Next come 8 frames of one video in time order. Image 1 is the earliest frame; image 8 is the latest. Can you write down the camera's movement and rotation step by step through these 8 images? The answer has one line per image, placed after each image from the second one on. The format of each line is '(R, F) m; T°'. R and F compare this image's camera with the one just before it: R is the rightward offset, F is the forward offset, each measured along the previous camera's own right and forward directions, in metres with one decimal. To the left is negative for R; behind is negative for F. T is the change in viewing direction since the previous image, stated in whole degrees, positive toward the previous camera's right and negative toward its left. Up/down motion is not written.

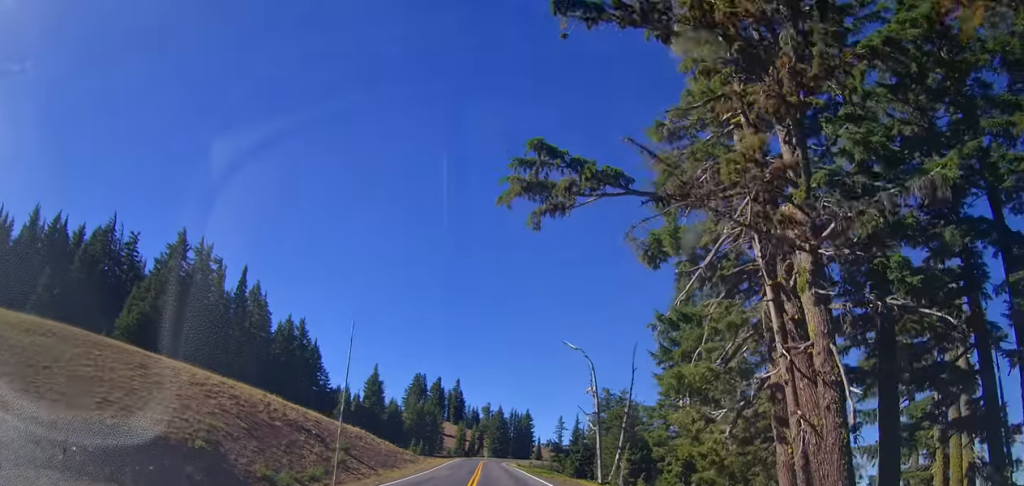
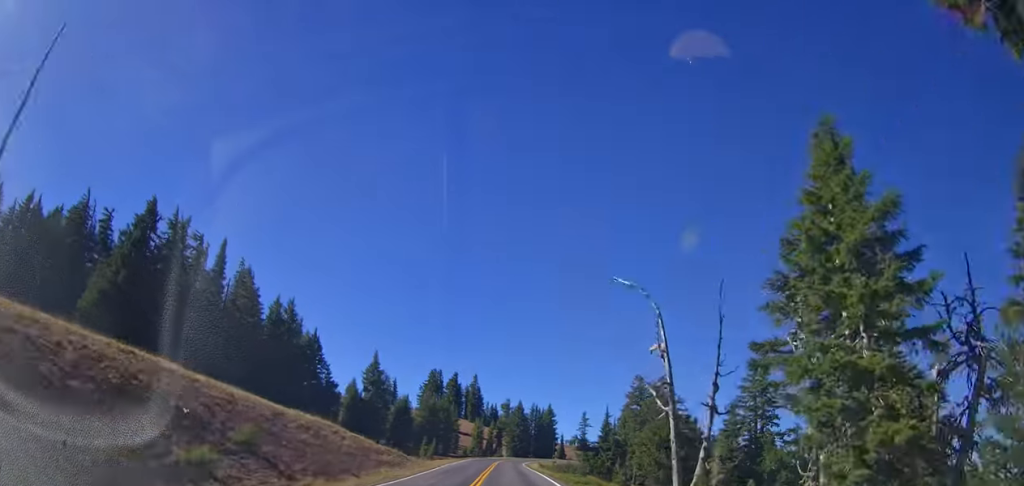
(0.0, +16.2) m; 0°
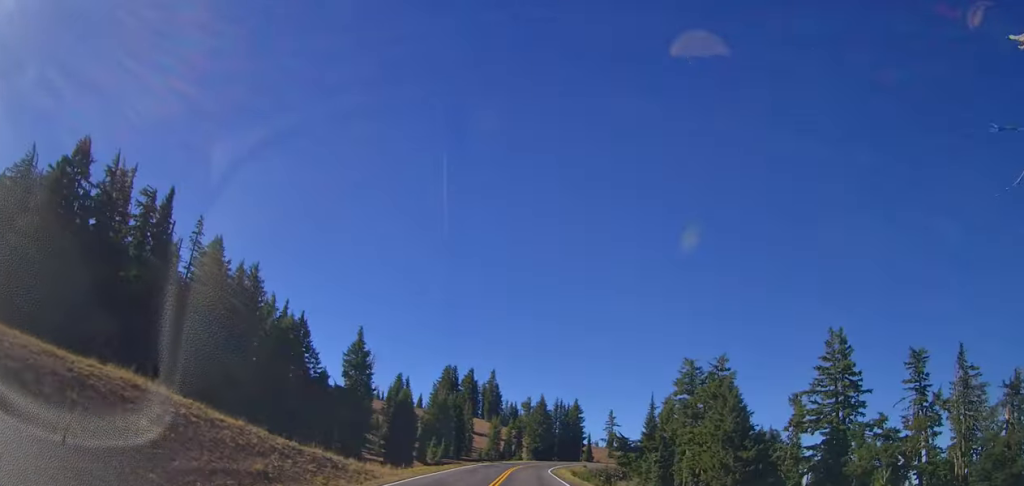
(0.0, +23.1) m; -2°
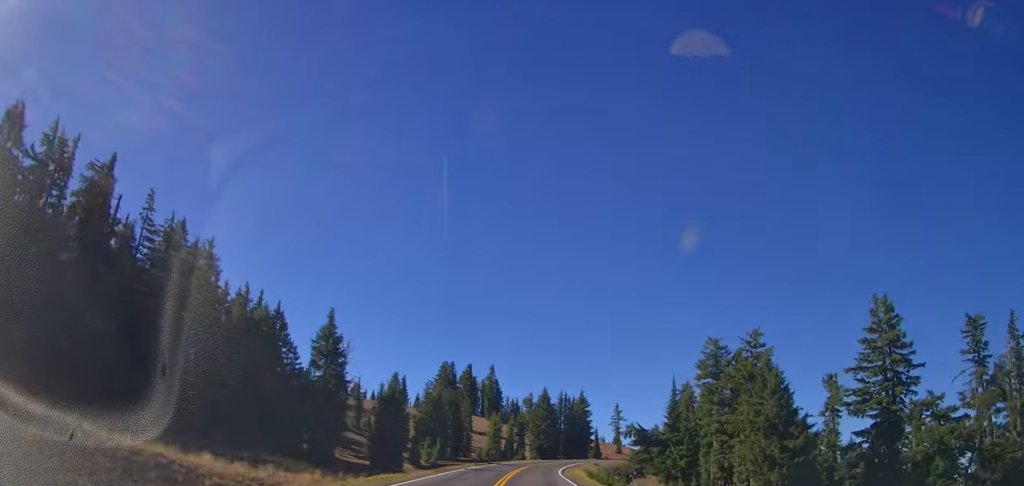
(-0.4, +12.9) m; -2°
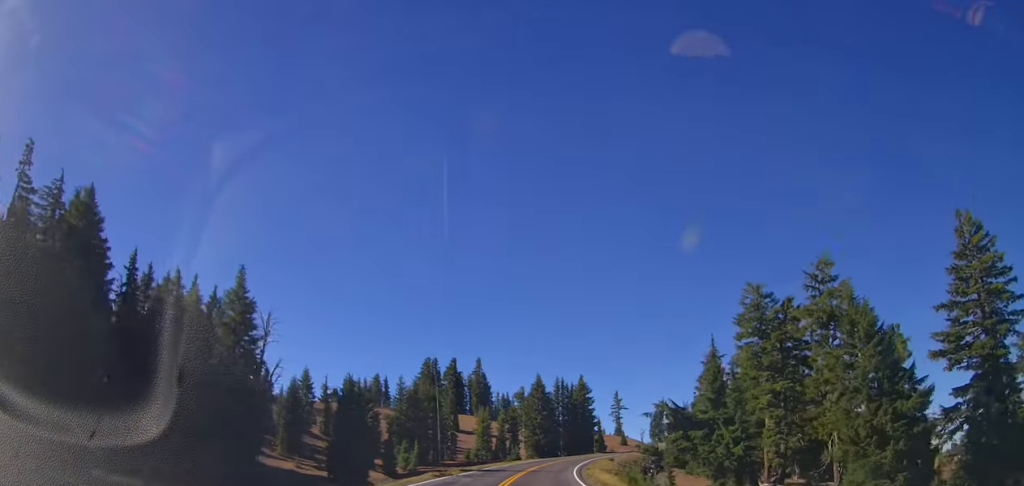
(-0.5, +21.2) m; -1°
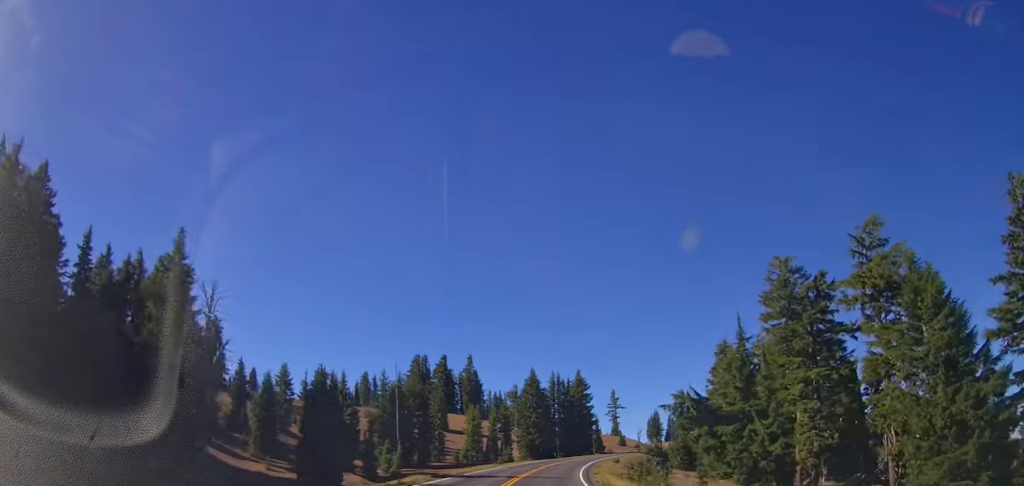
(-0.1, +9.6) m; +1°
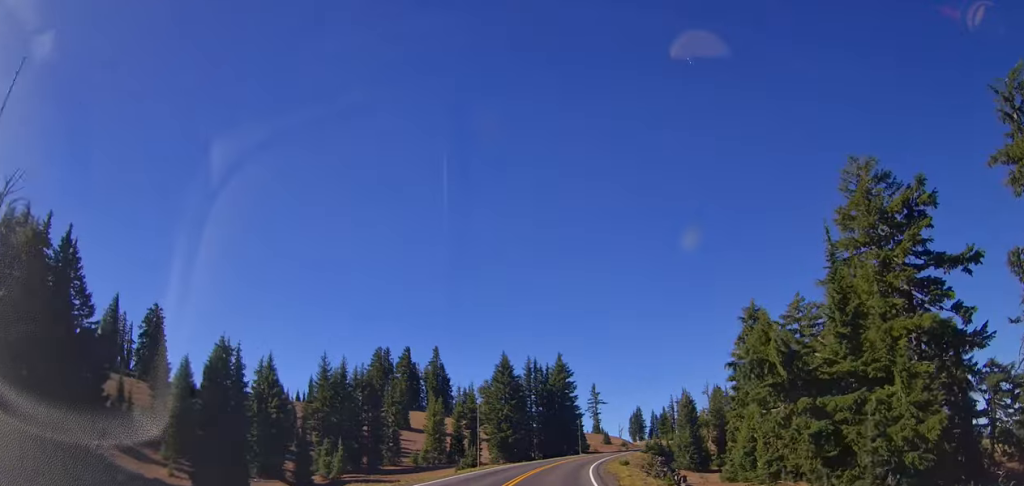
(+0.6, +21.0) m; +2°
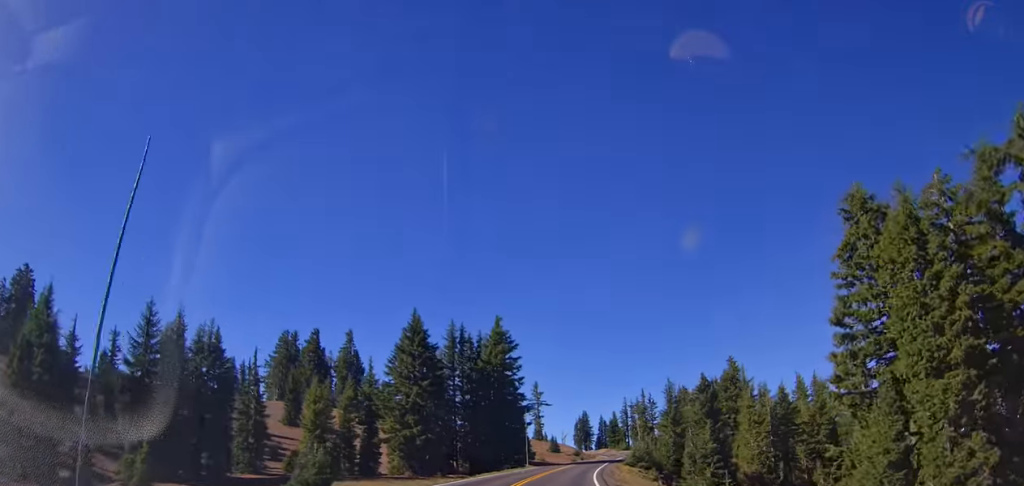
(+0.4, +34.9) m; +1°
